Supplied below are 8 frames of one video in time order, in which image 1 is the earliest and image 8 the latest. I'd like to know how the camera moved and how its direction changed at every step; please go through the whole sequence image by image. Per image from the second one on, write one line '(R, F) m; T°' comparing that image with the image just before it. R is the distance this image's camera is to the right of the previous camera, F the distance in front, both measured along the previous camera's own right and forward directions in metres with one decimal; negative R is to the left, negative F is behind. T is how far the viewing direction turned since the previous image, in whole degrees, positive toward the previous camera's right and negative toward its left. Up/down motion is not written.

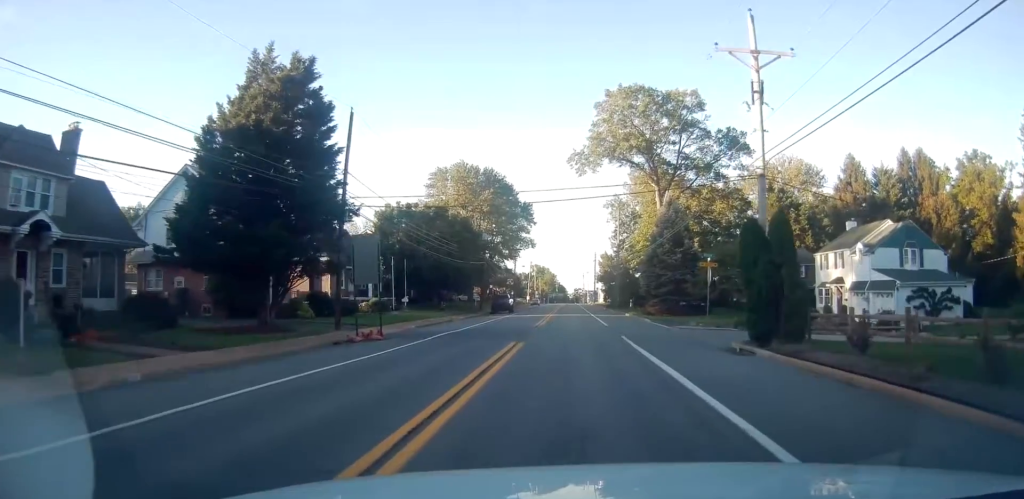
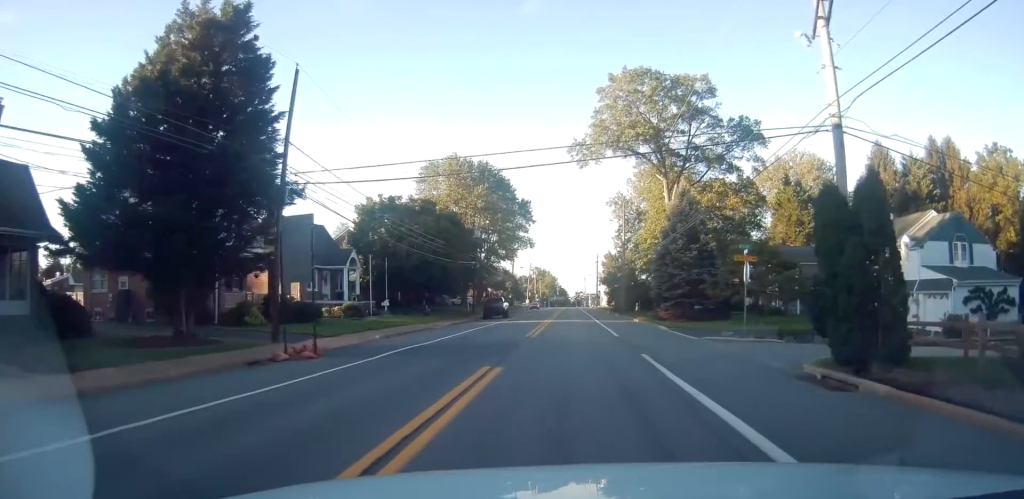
(0.0, +5.9) m; 0°
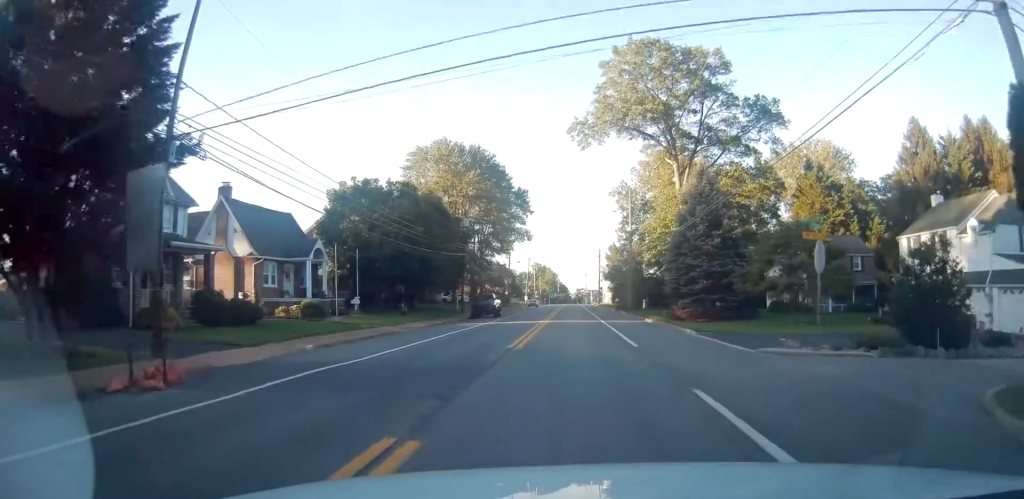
(0.0, +7.2) m; 0°
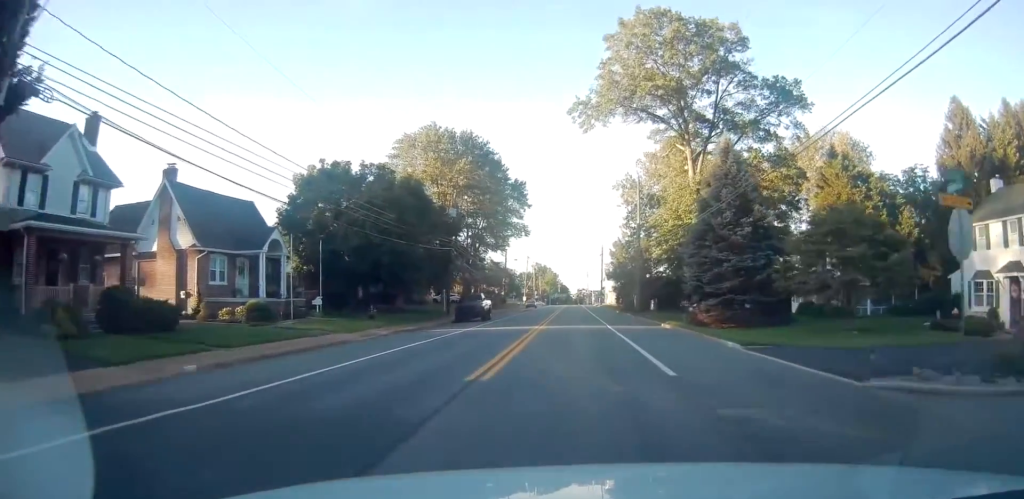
(0.0, +6.6) m; 0°
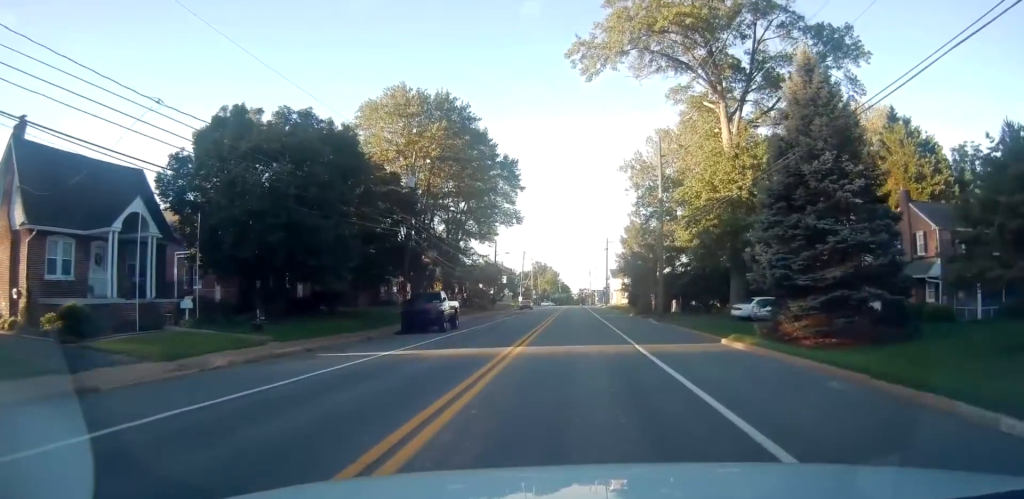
(0.0, +13.3) m; 0°
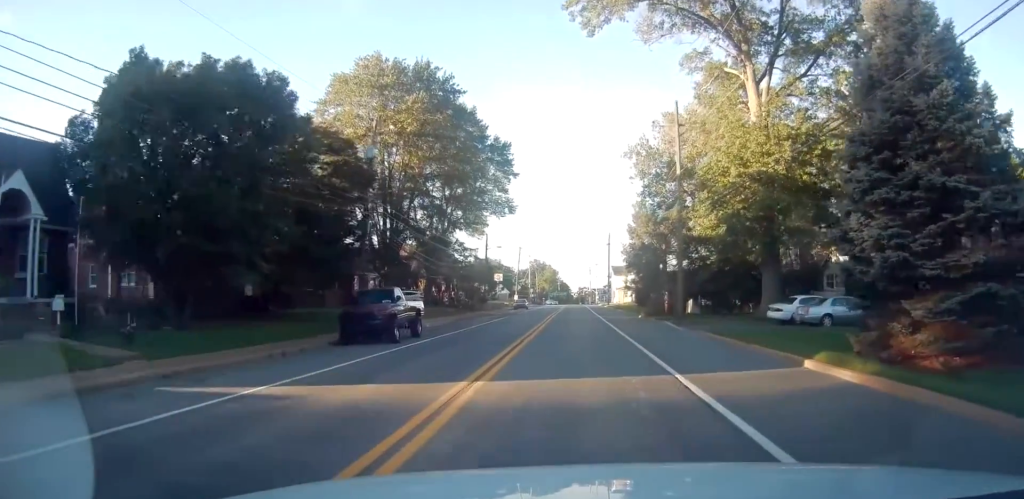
(0.0, +7.6) m; 0°
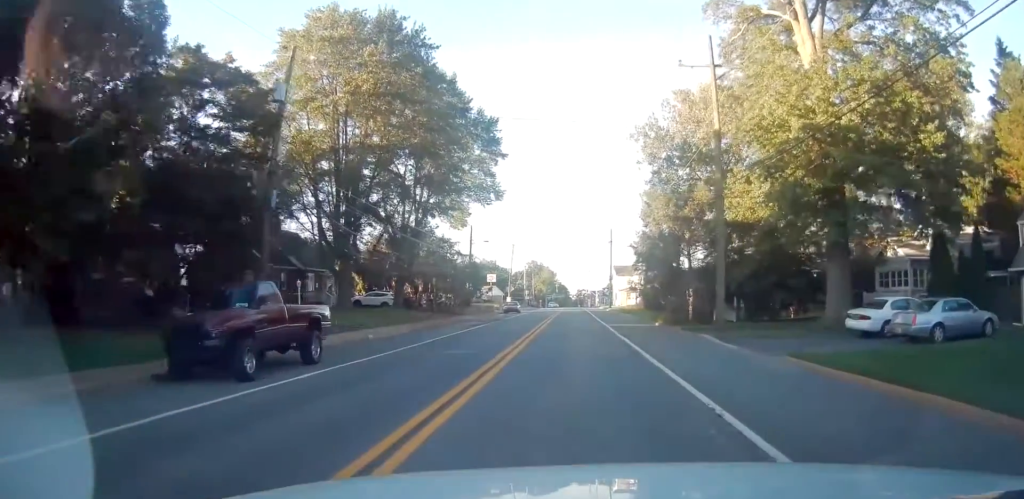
(-0.1, +9.5) m; 0°
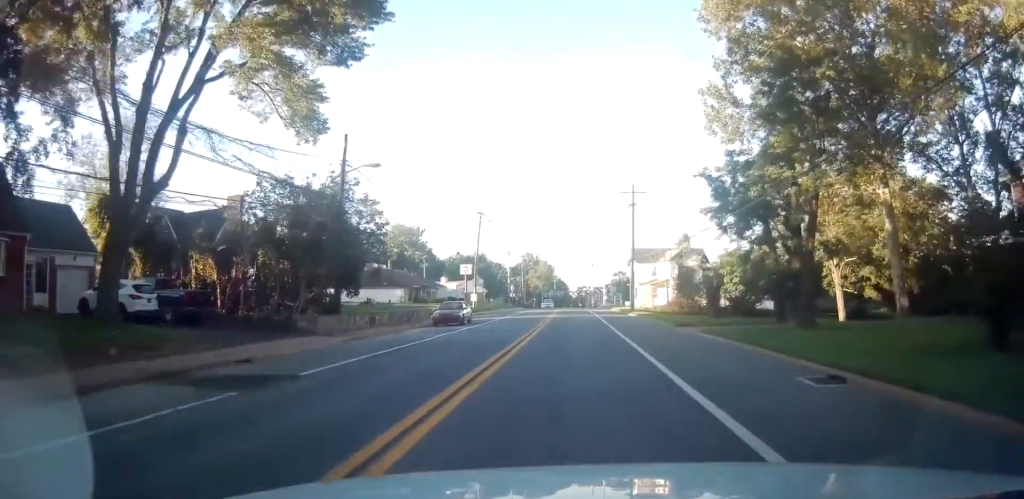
(0.0, +34.1) m; 0°
